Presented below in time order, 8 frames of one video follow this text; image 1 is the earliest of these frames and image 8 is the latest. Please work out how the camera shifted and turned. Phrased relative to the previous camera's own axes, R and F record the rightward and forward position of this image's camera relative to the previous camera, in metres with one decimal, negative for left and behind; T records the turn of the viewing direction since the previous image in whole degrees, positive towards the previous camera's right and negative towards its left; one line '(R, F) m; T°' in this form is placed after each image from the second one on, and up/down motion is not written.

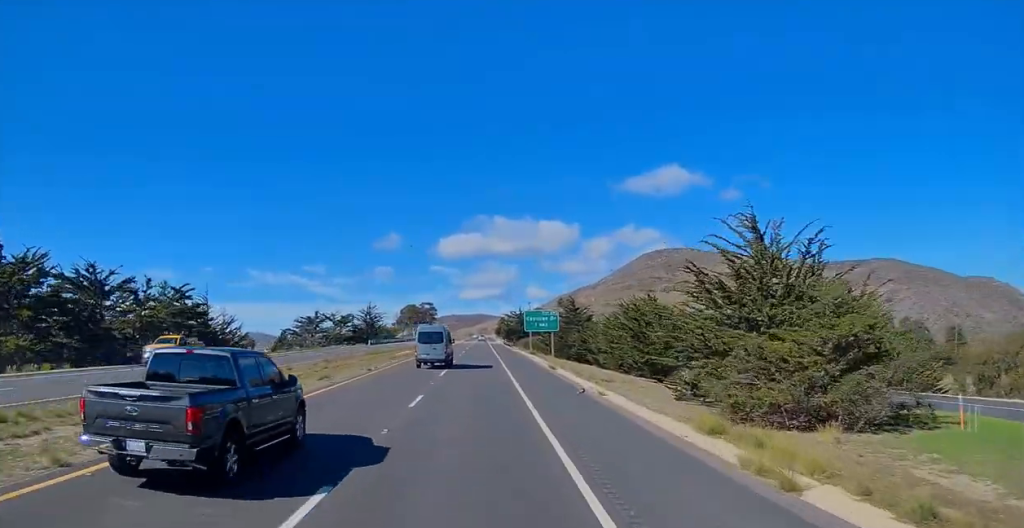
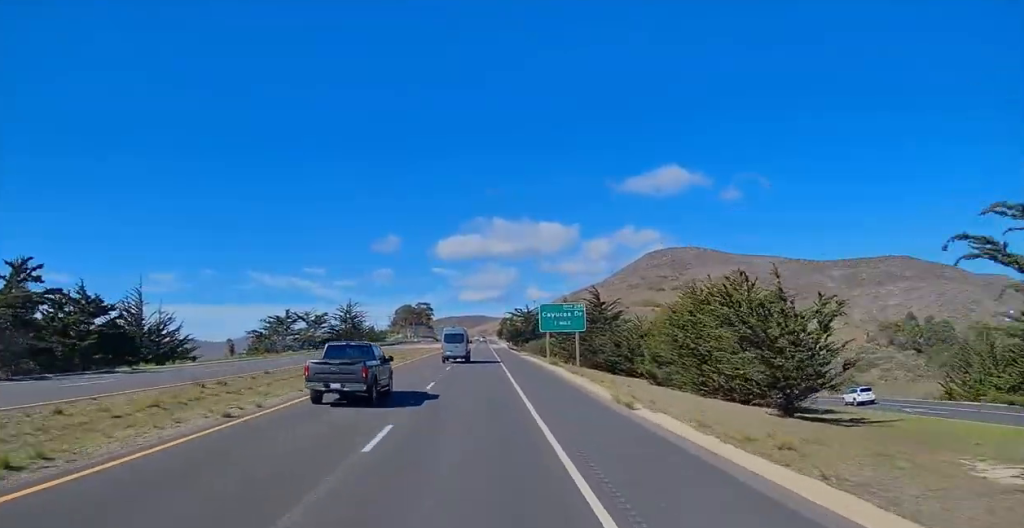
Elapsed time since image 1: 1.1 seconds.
(+0.2, +23.1) m; 0°
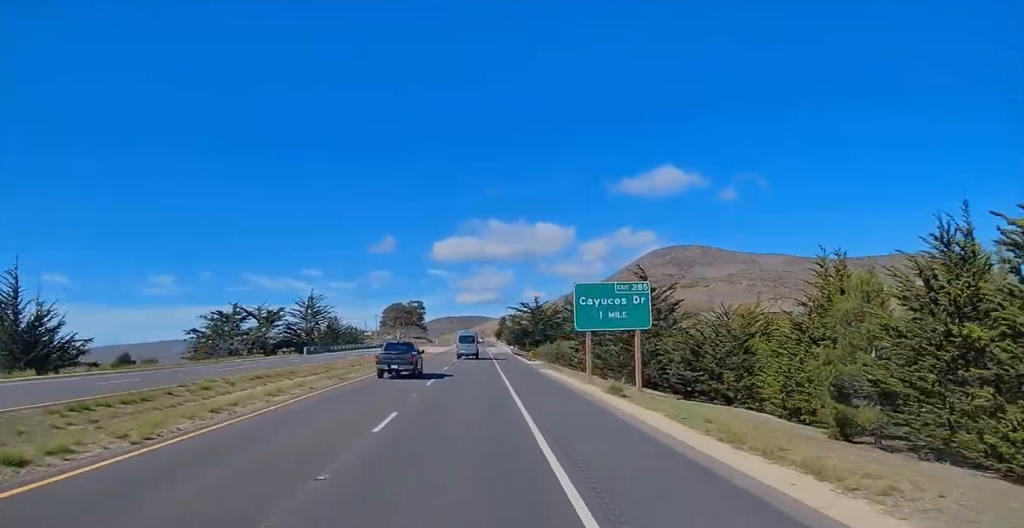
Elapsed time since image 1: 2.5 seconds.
(-0.3, +25.6) m; -1°
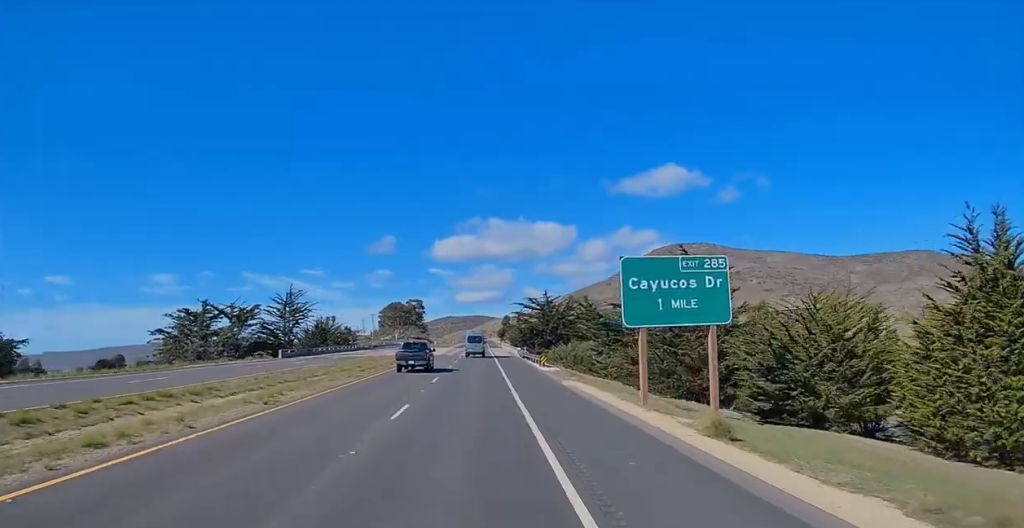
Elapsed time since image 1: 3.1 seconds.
(-0.1, +11.4) m; 0°
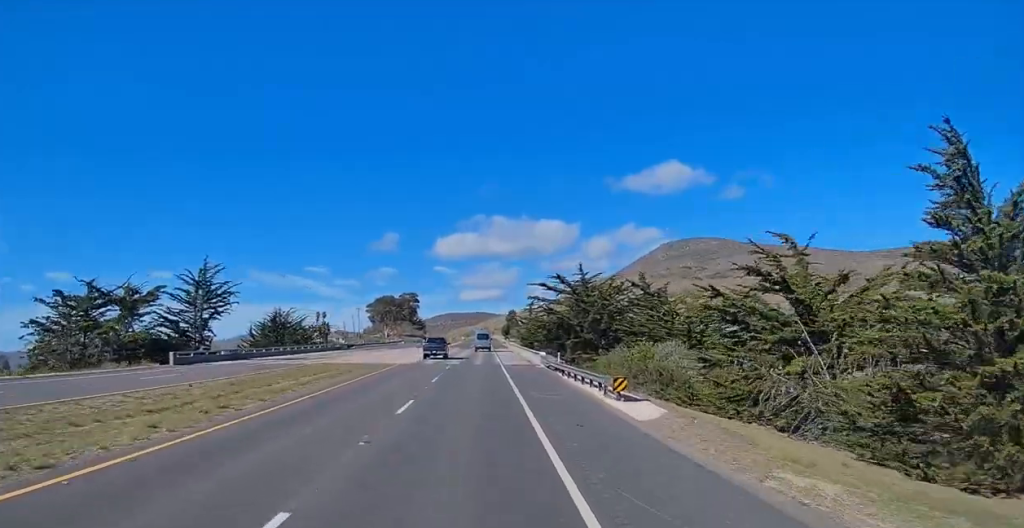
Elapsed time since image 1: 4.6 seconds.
(+0.2, +27.2) m; 0°
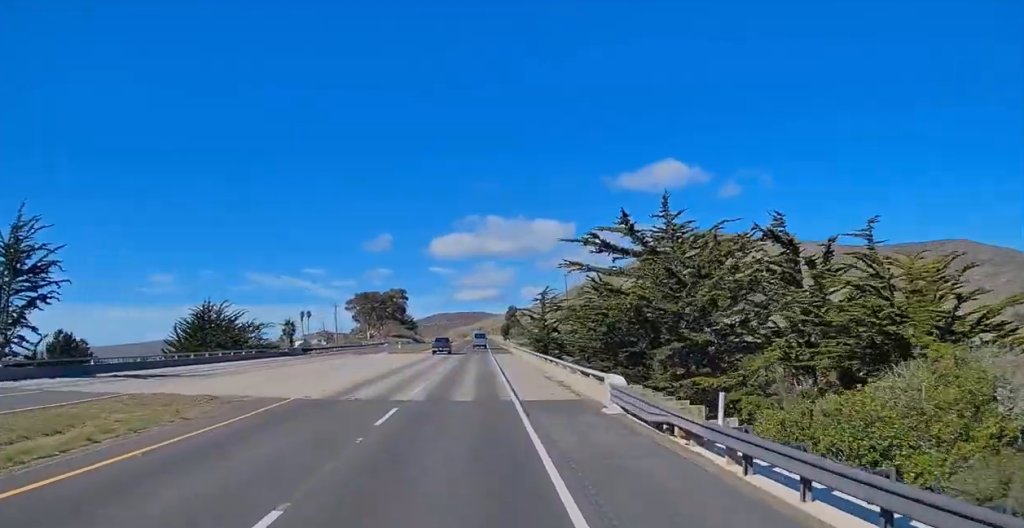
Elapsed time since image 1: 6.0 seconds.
(-0.2, +26.8) m; -1°
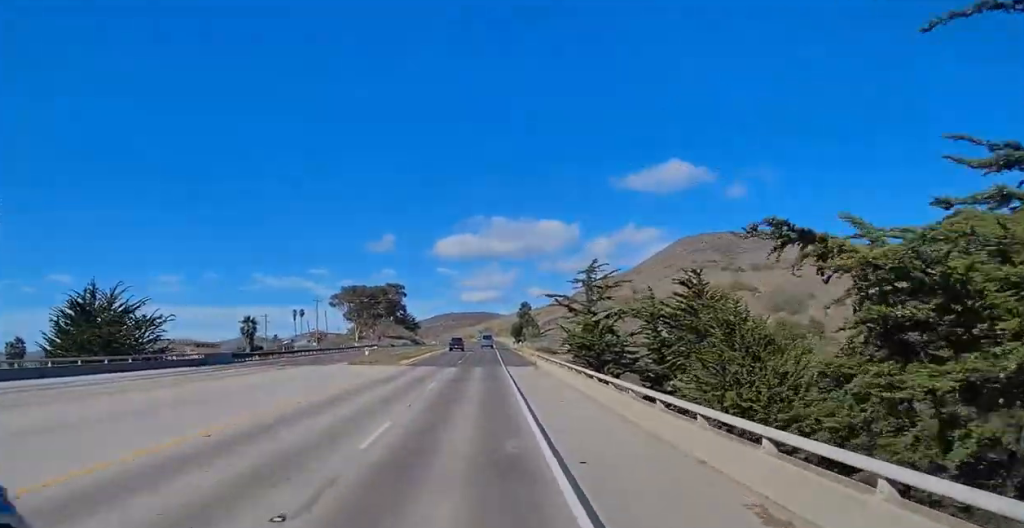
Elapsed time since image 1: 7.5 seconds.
(-0.1, +26.9) m; +1°
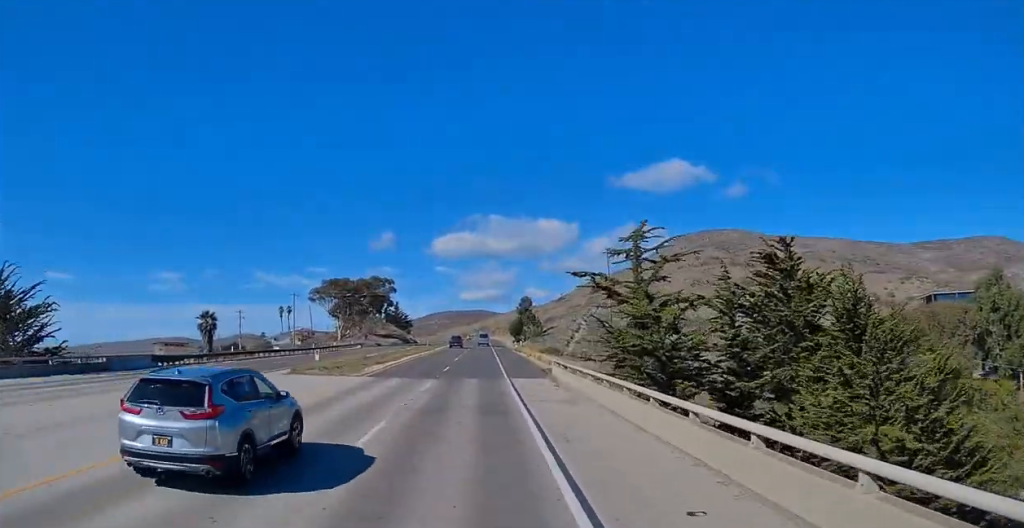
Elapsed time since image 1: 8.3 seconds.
(+0.2, +14.5) m; +1°
